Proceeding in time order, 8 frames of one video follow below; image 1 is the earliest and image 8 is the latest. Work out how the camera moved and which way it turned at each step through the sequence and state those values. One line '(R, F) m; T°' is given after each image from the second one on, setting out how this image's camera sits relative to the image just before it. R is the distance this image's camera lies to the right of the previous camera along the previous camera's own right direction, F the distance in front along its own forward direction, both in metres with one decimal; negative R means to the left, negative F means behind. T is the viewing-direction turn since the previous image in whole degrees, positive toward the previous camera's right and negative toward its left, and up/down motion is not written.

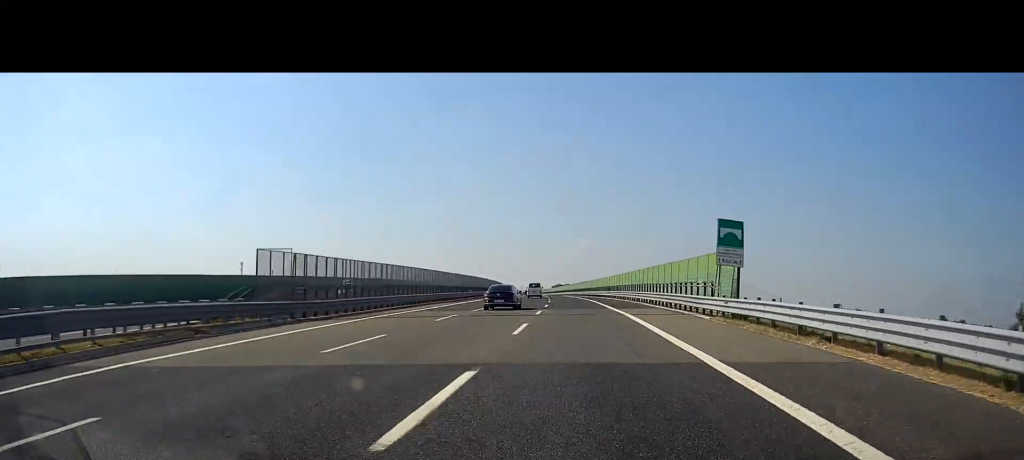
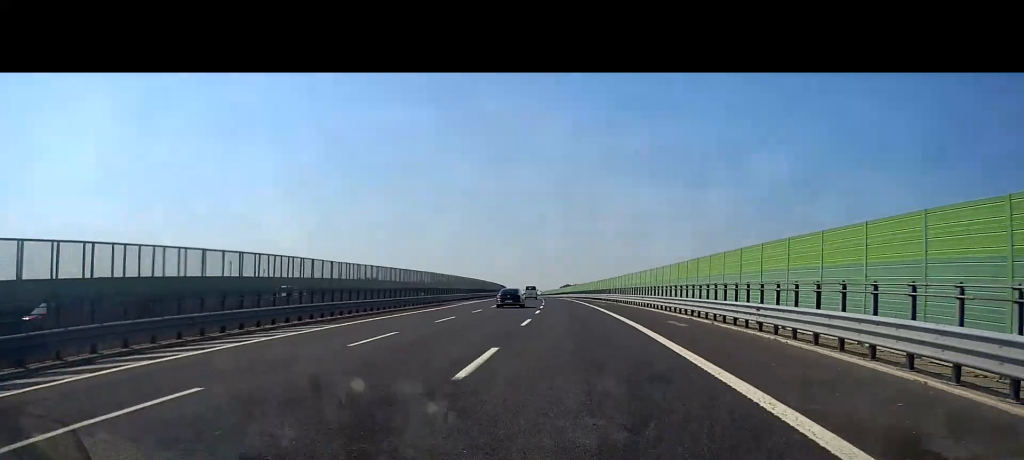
(-0.3, +31.7) m; -1°
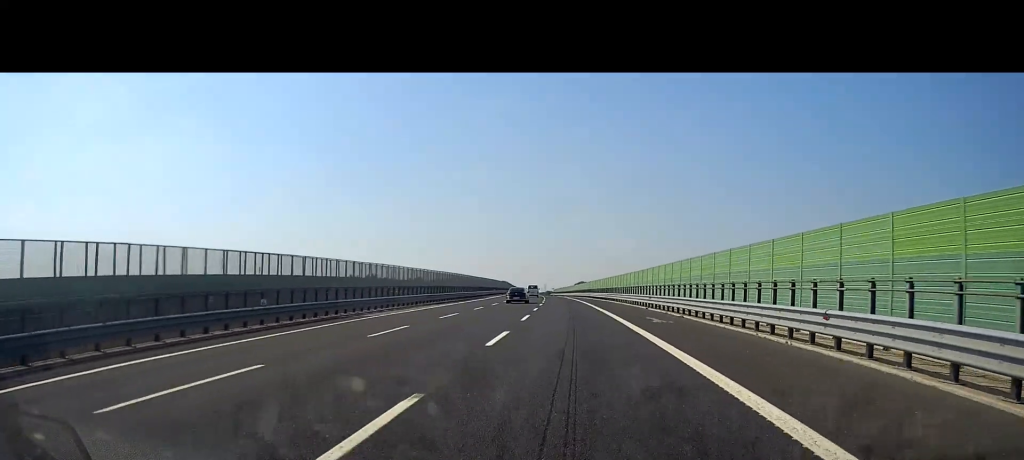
(-0.2, +31.8) m; -1°
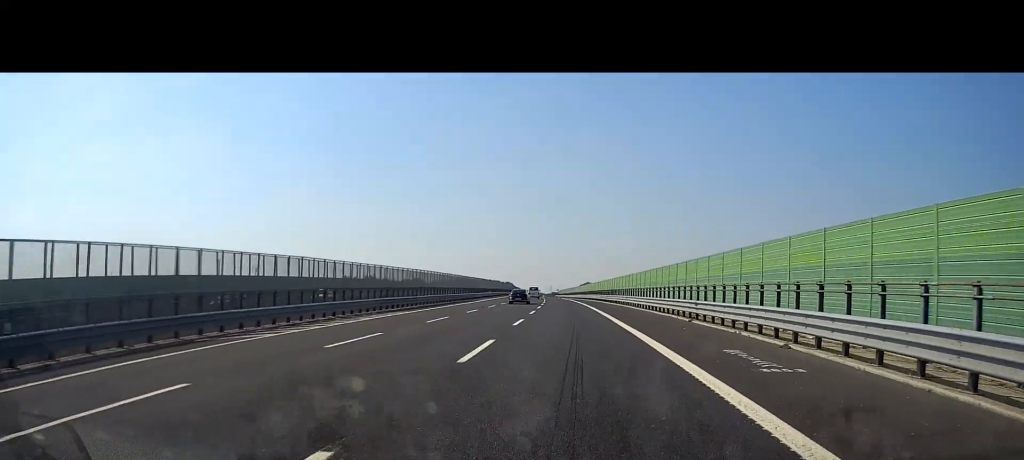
(-0.1, +14.2) m; -1°
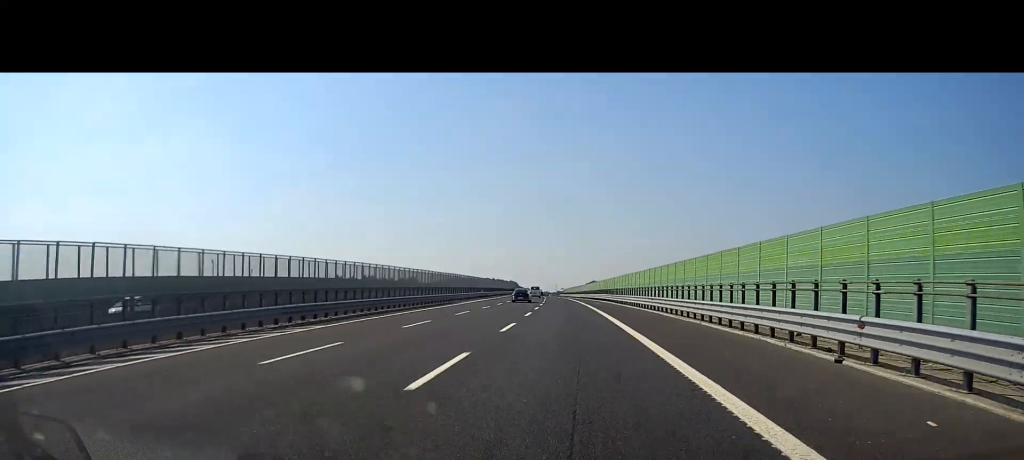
(-0.1, +15.0) m; -1°
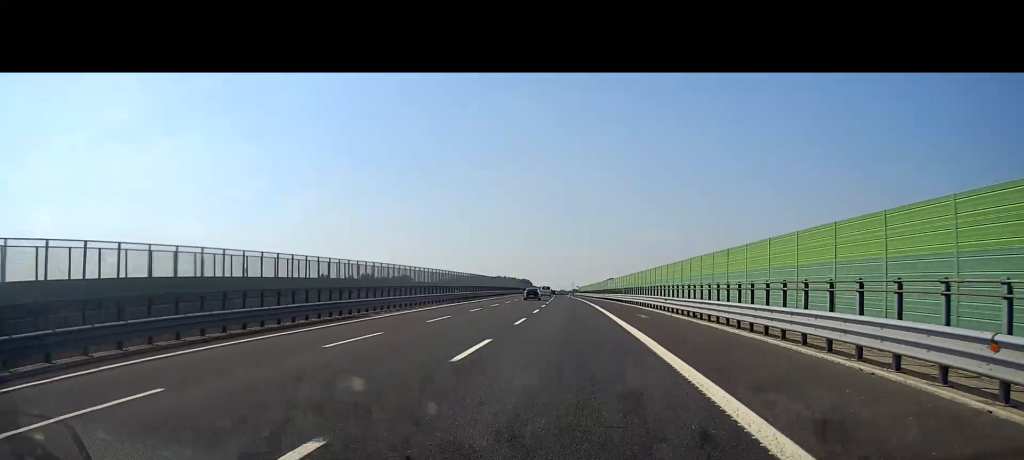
(-0.4, +30.9) m; -2°
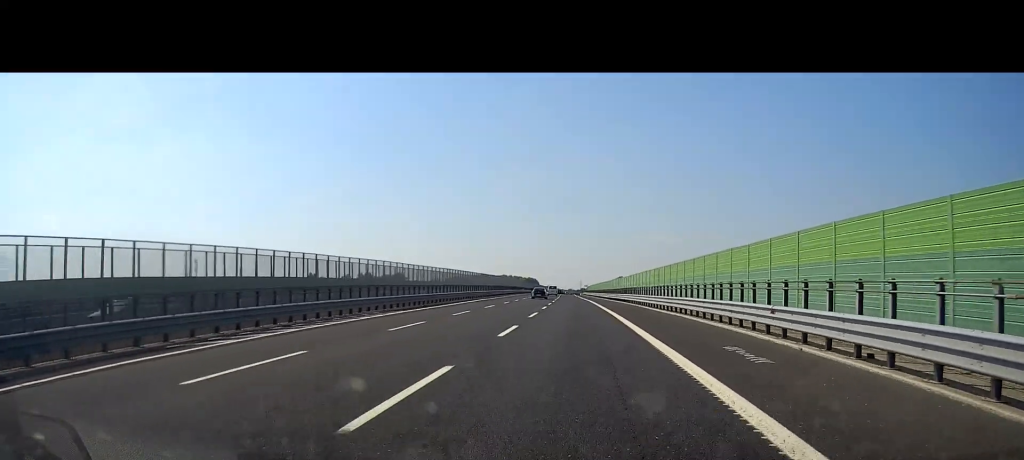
(-0.1, +17.6) m; -1°
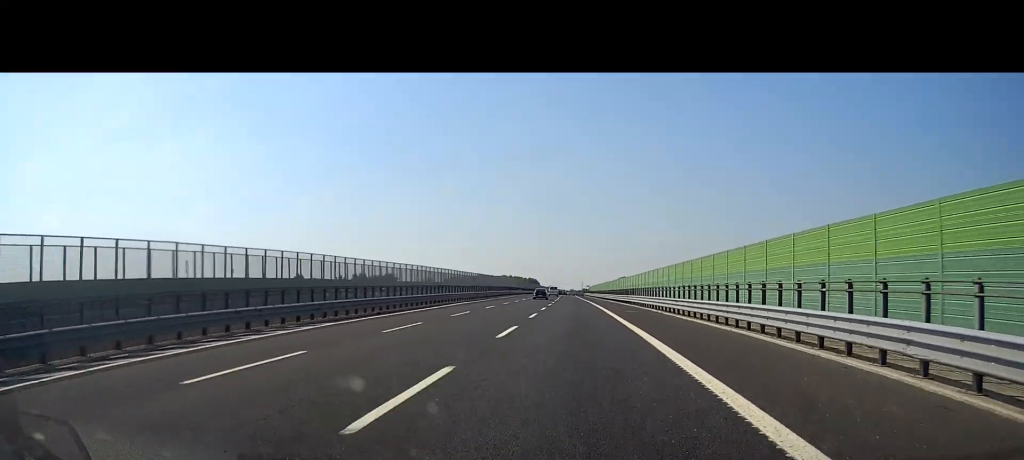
(-0.1, +11.5) m; 0°
